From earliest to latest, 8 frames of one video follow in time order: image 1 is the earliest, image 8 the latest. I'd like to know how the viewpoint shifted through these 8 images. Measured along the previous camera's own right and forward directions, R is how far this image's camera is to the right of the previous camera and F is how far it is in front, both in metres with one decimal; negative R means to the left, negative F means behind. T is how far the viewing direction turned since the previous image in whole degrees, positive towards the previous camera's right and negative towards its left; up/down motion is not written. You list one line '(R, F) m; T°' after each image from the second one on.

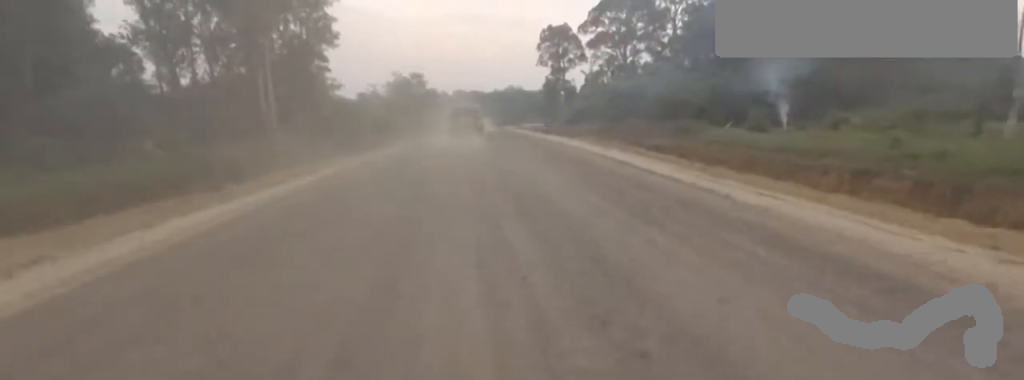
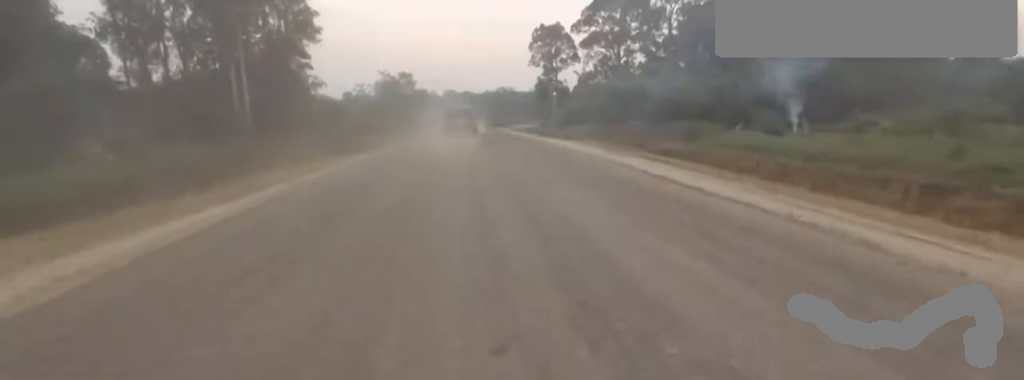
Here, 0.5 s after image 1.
(0.0, +4.2) m; +3°
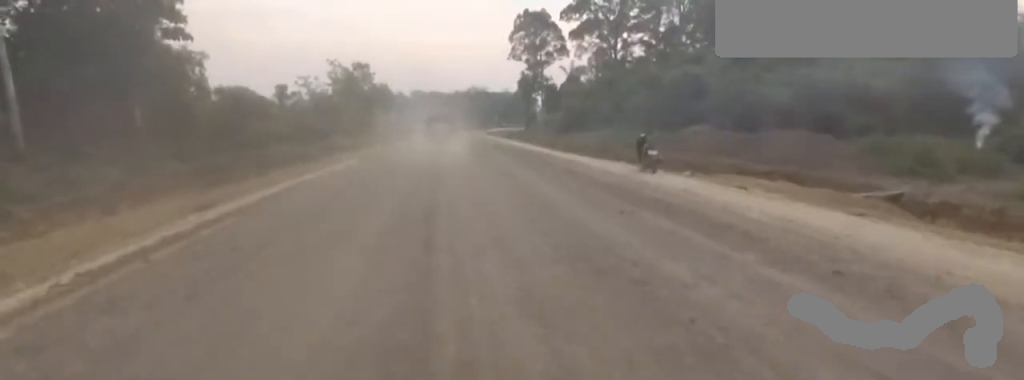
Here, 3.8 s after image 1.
(+2.8, +26.2) m; +3°
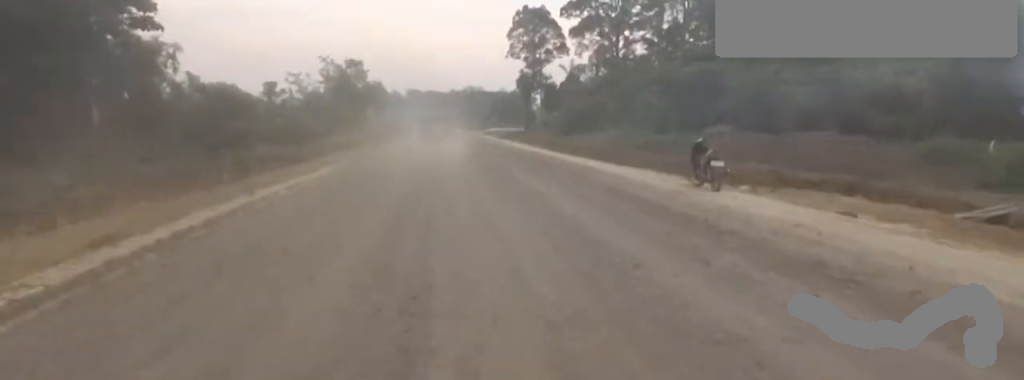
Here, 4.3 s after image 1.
(-0.1, +4.3) m; -2°
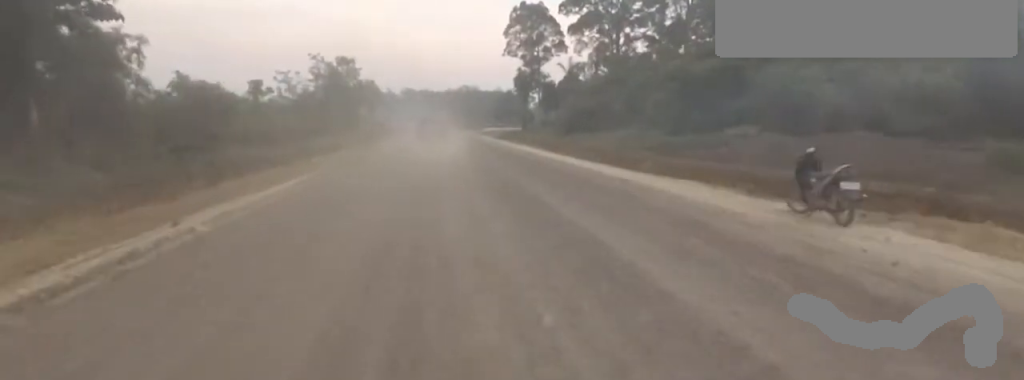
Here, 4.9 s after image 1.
(+0.1, +4.5) m; -2°
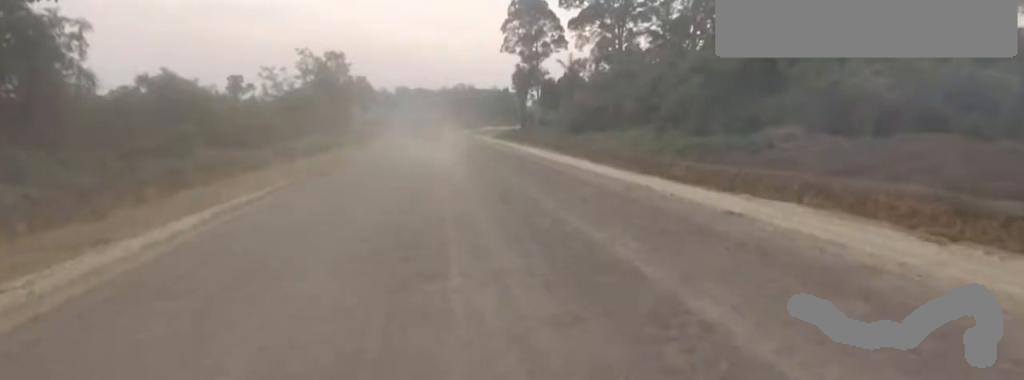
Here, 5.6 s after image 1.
(-0.3, +6.0) m; +7°
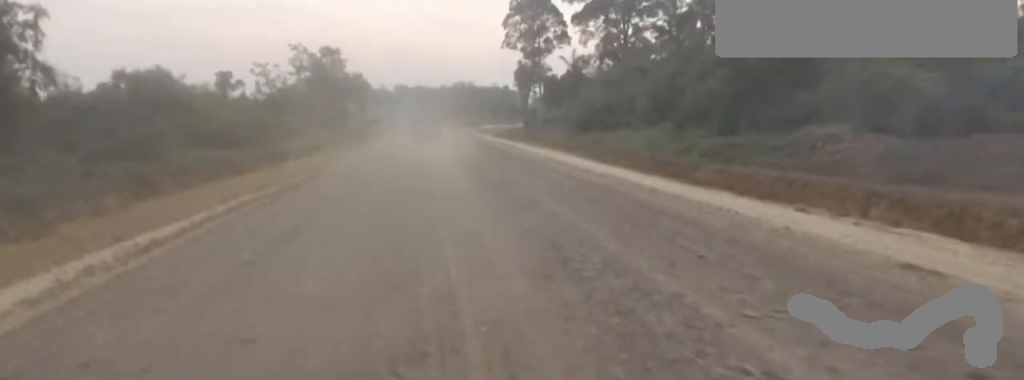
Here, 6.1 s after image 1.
(0.0, +3.8) m; +3°
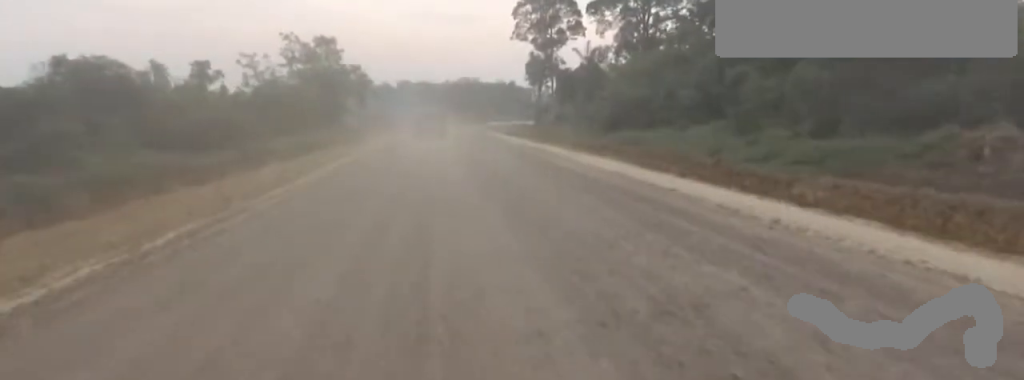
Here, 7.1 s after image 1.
(+1.0, +9.0) m; -1°
